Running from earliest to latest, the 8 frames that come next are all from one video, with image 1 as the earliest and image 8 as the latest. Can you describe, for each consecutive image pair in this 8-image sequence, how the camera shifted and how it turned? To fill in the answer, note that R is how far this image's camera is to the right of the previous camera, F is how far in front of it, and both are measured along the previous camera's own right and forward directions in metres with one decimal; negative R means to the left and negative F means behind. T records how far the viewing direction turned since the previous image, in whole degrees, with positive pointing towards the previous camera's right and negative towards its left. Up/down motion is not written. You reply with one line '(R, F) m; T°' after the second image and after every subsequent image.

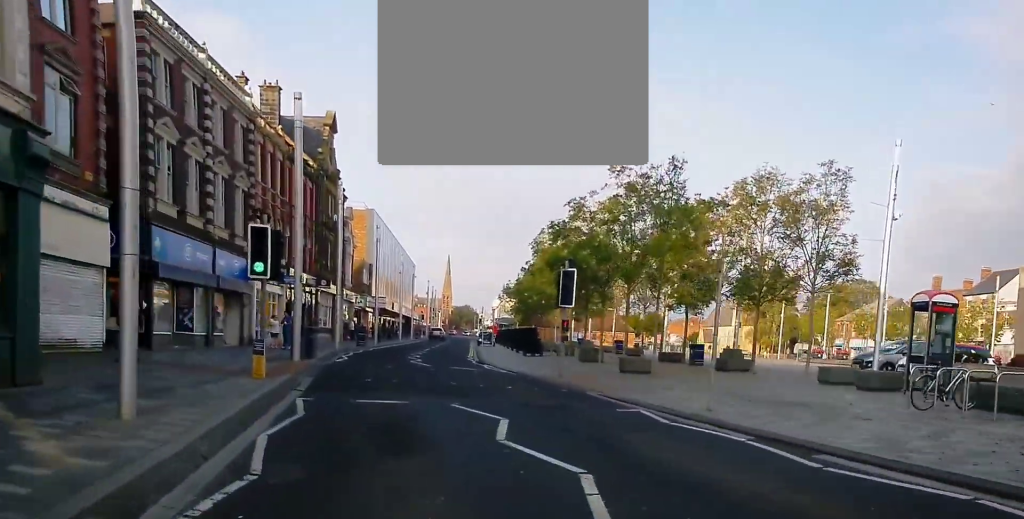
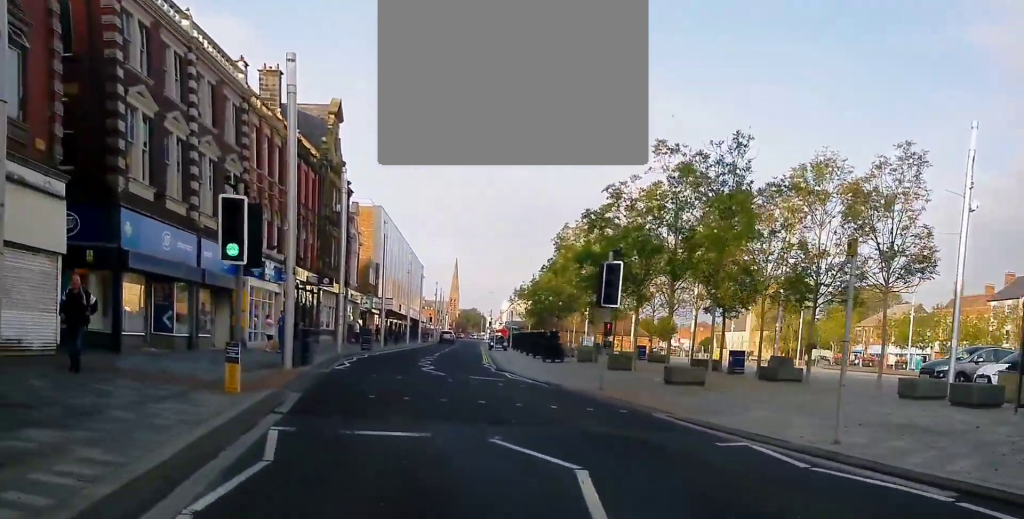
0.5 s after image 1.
(0.0, +3.8) m; +2°
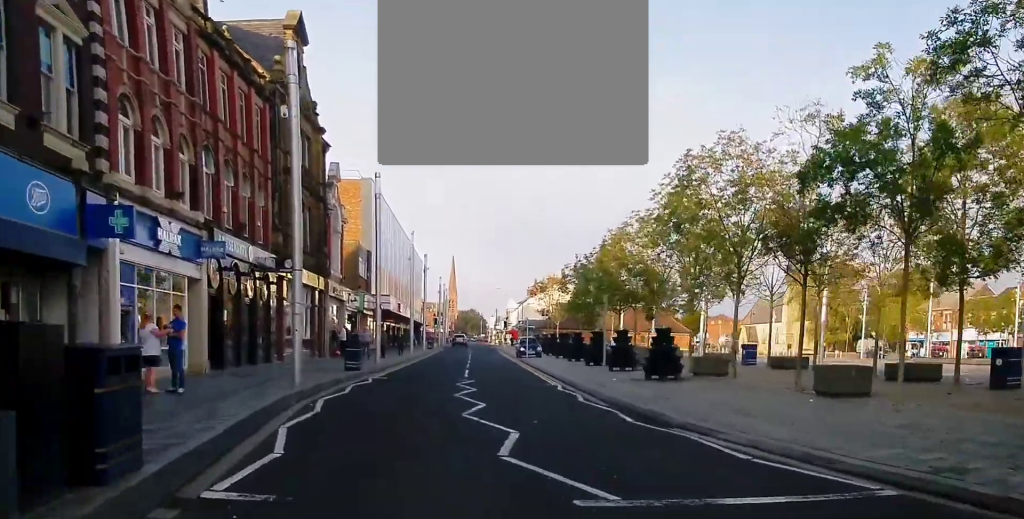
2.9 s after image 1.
(-0.2, +16.8) m; -2°
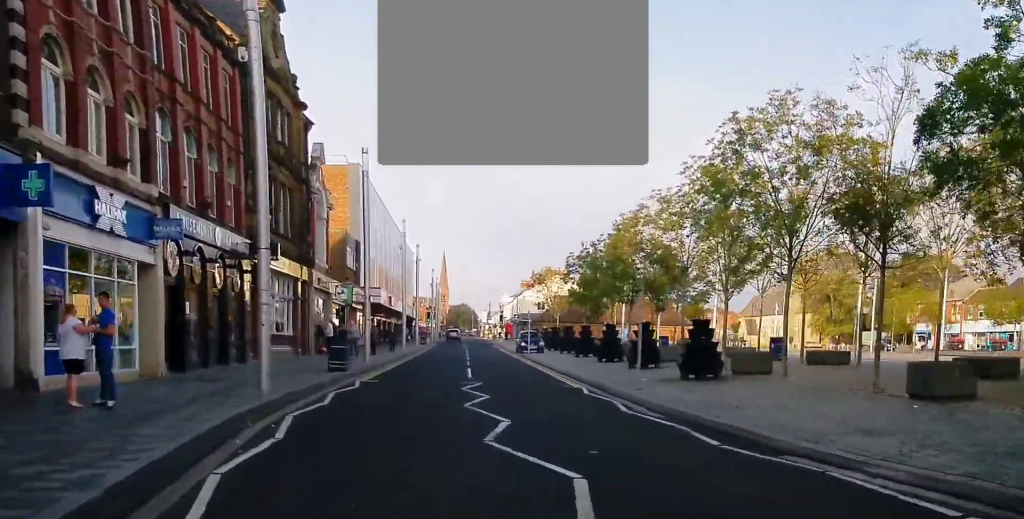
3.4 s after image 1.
(0.0, +3.9) m; +2°
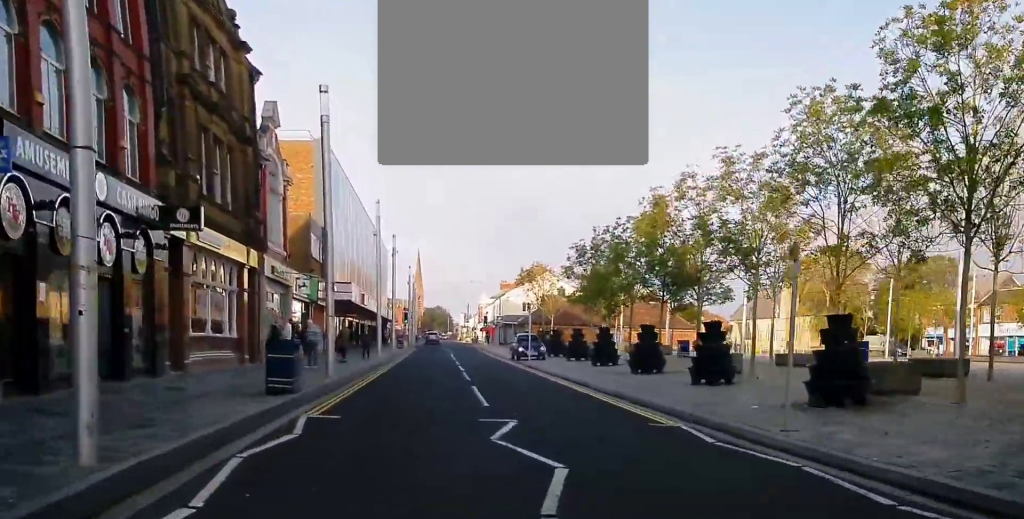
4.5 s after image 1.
(+0.4, +8.1) m; +1°
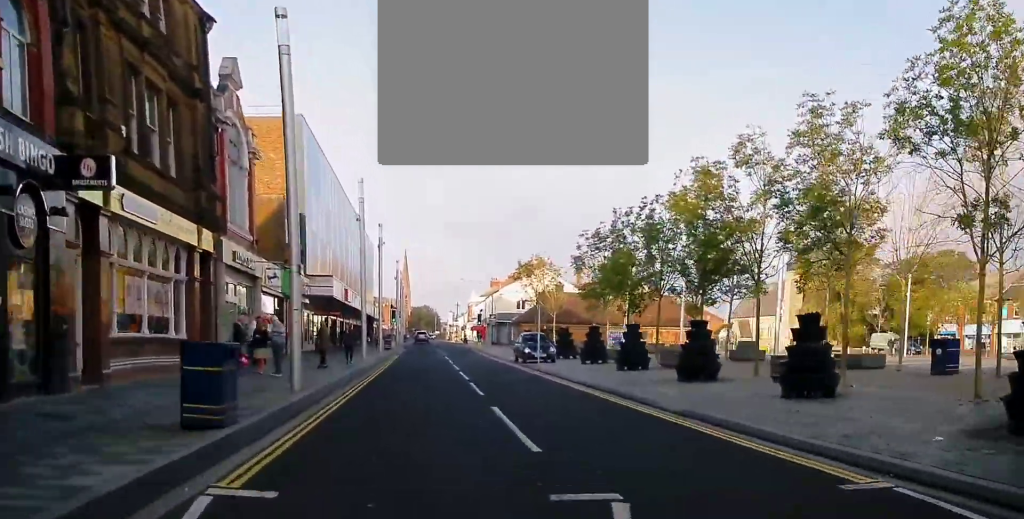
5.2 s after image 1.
(-0.2, +5.5) m; -1°
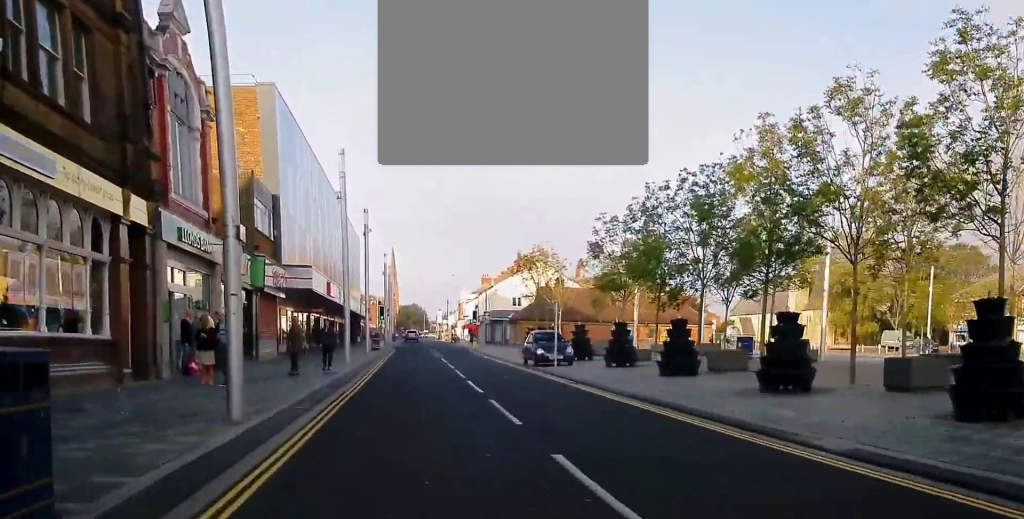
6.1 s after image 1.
(-0.1, +5.9) m; +2°
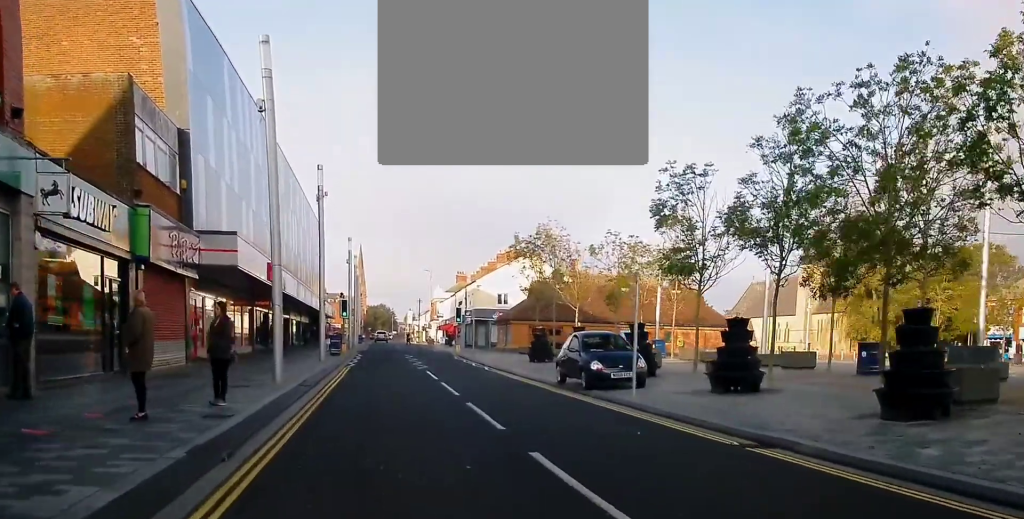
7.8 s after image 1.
(+0.7, +12.4) m; +4°
